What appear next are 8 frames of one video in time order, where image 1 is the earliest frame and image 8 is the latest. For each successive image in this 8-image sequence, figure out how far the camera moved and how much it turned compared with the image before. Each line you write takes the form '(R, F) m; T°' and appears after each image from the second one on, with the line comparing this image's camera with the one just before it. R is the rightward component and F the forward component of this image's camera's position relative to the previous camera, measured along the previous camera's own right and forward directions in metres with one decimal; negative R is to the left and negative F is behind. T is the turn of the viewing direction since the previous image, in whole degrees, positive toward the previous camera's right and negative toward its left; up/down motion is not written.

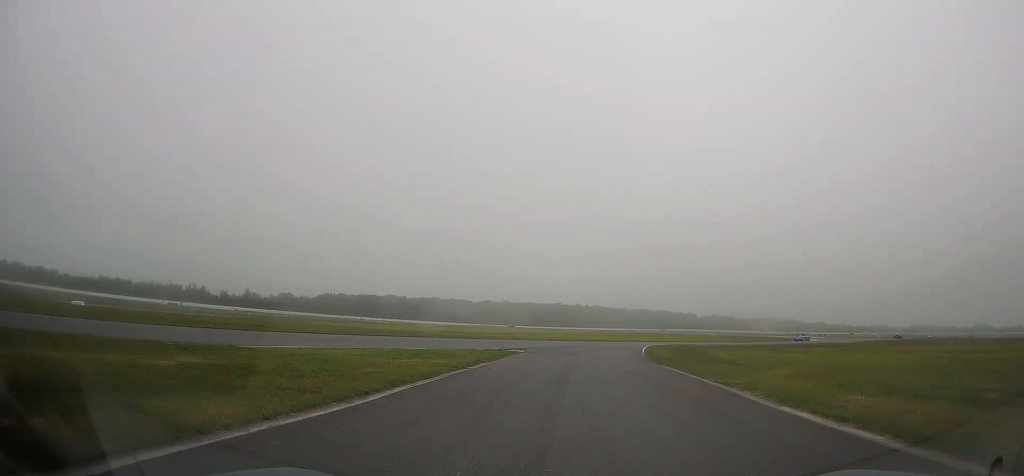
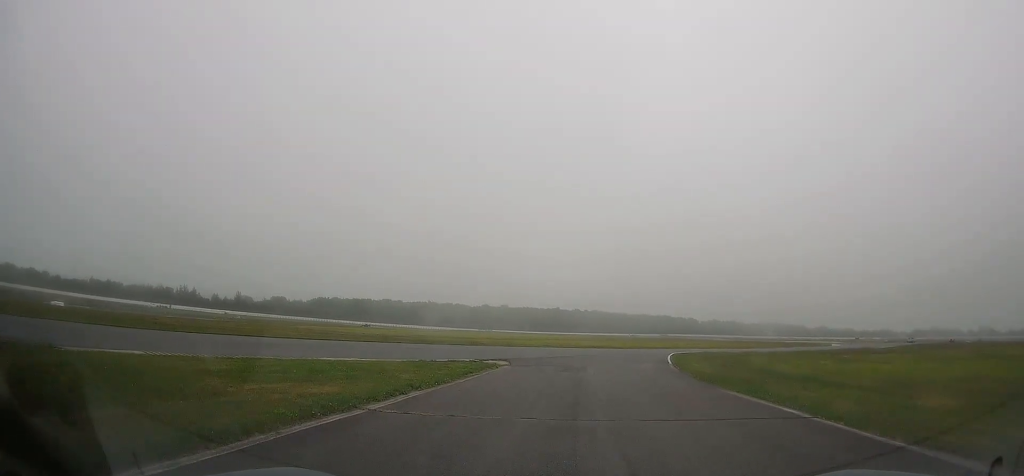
(+0.5, +11.5) m; +6°
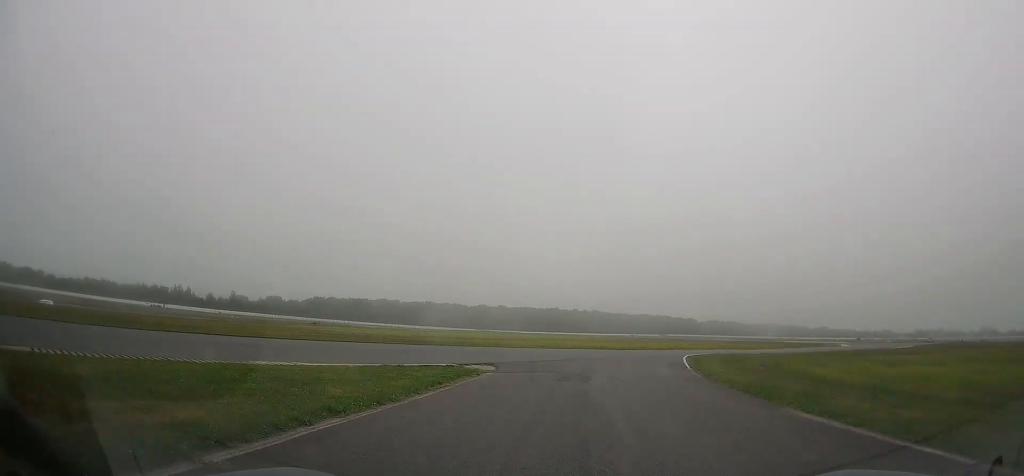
(0.0, +3.8) m; +3°
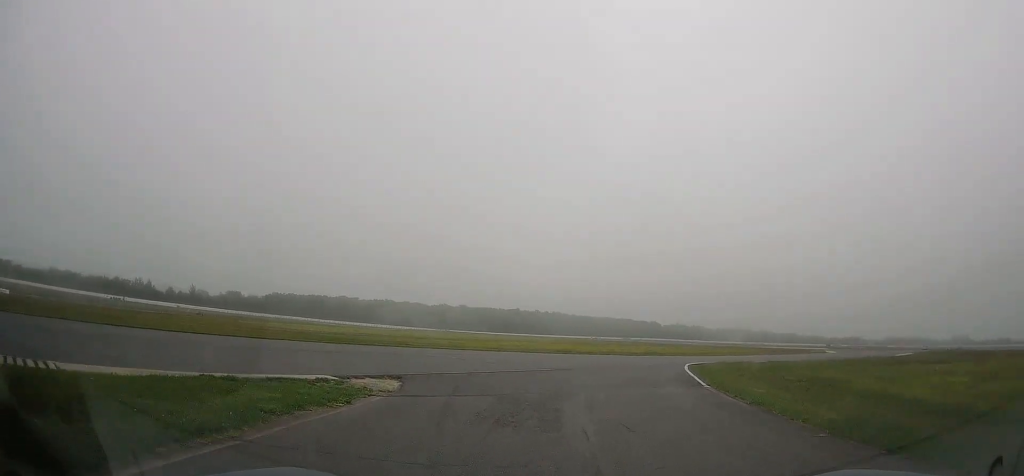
(+0.3, +7.0) m; +5°
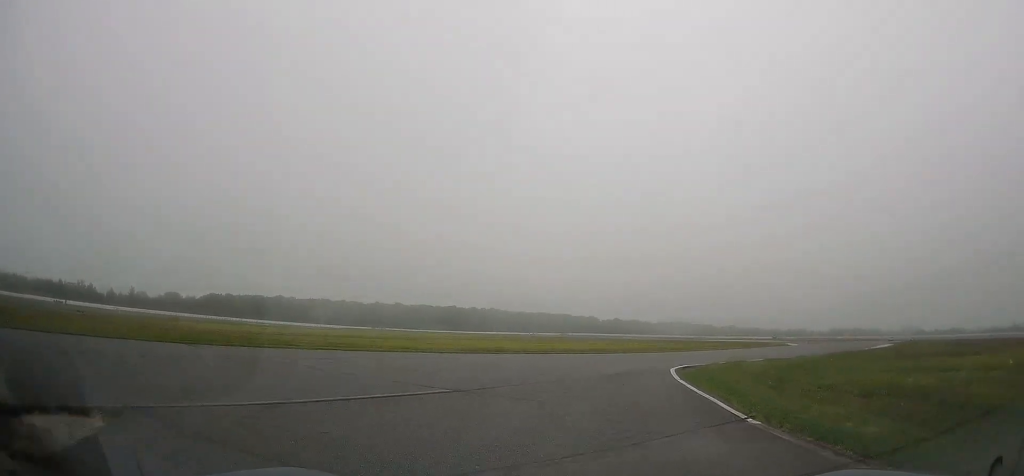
(+0.3, +6.5) m; +4°
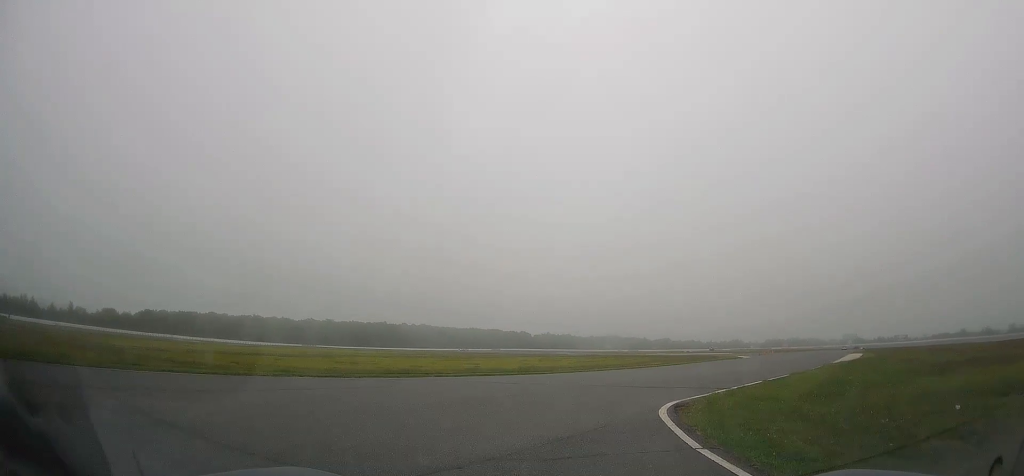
(+0.1, +5.9) m; +4°
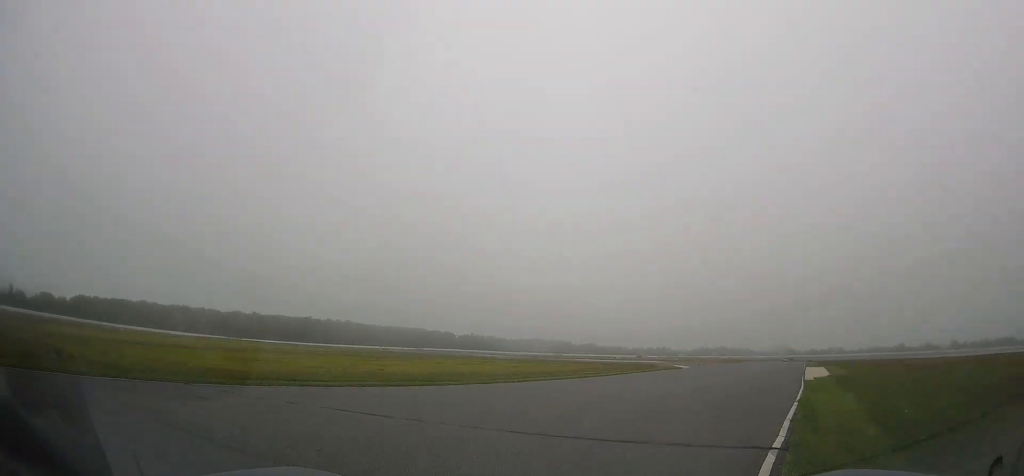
(+0.3, +6.8) m; +4°
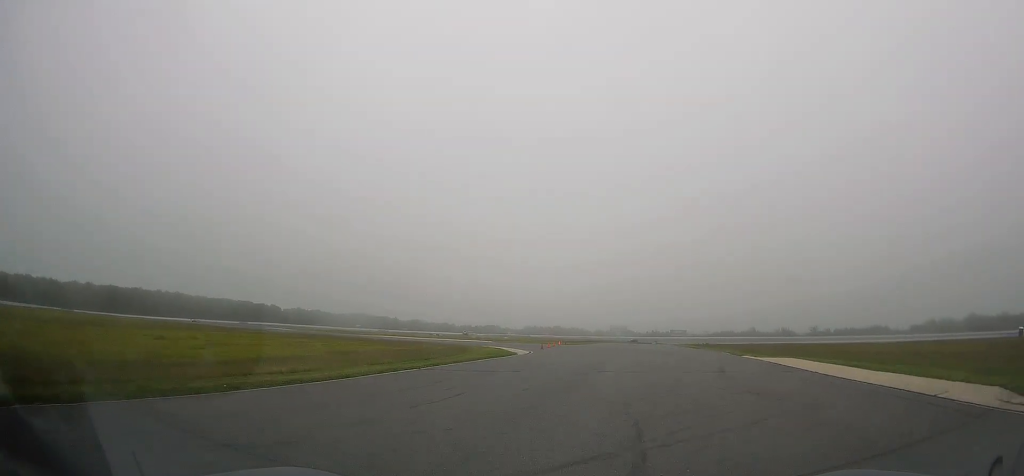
(+2.5, +25.8) m; +12°
